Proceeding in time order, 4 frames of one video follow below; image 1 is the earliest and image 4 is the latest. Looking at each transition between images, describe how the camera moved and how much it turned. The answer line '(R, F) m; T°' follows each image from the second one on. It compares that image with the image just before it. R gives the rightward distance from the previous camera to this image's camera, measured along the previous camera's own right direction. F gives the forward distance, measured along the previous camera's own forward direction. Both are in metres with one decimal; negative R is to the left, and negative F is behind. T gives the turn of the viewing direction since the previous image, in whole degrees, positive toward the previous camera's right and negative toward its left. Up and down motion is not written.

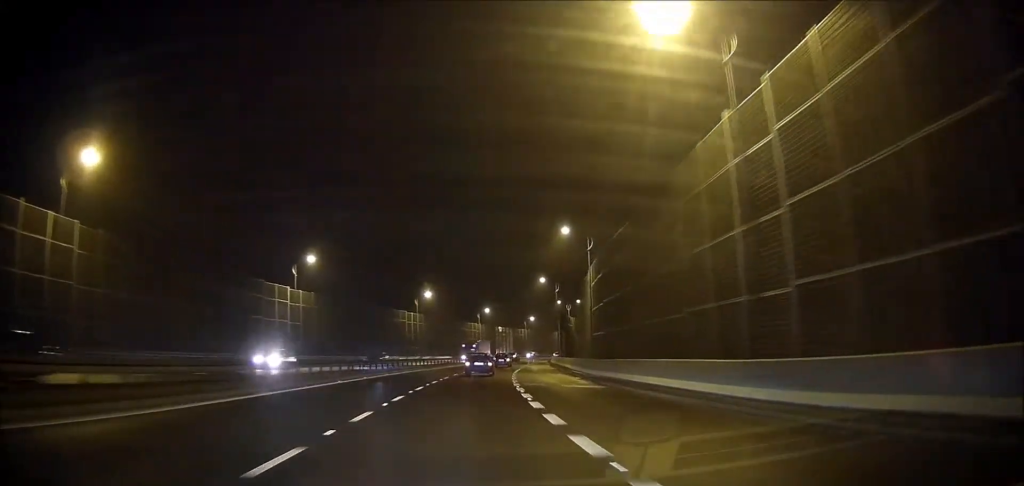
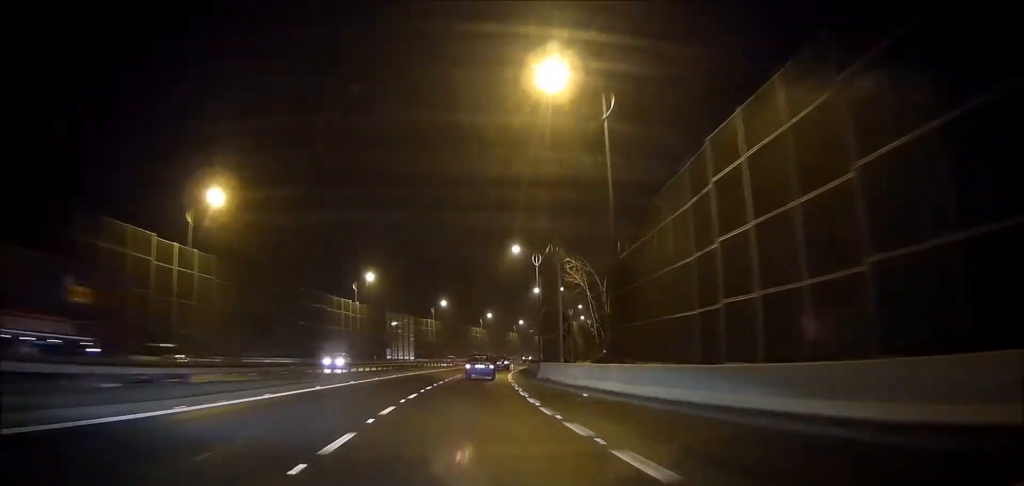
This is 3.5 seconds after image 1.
(+5.0, +69.9) m; +9°
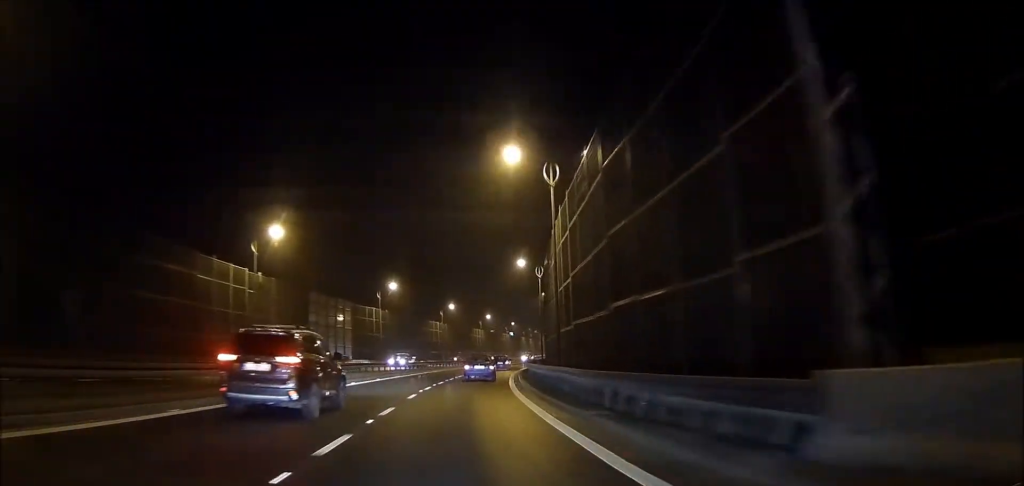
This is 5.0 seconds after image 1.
(+0.7, +29.9) m; +4°
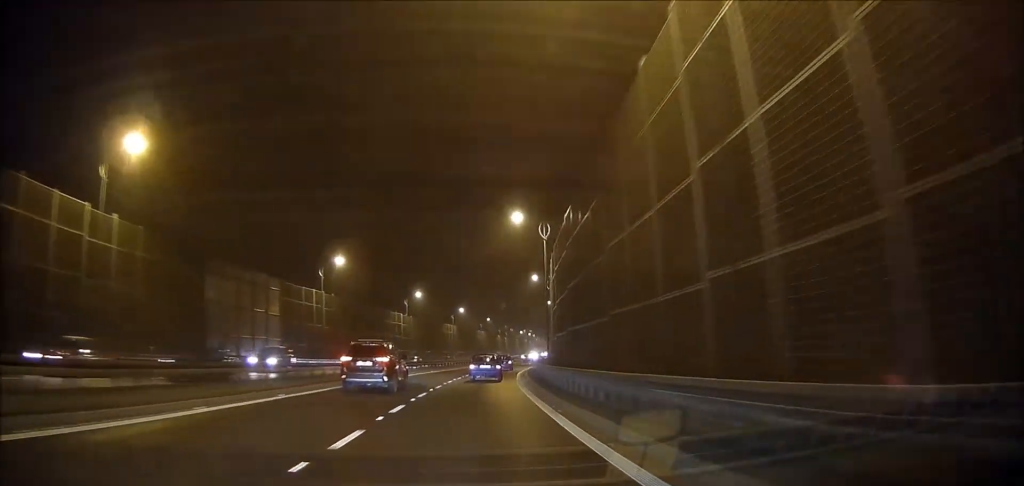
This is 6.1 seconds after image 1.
(+1.2, +23.2) m; +4°
